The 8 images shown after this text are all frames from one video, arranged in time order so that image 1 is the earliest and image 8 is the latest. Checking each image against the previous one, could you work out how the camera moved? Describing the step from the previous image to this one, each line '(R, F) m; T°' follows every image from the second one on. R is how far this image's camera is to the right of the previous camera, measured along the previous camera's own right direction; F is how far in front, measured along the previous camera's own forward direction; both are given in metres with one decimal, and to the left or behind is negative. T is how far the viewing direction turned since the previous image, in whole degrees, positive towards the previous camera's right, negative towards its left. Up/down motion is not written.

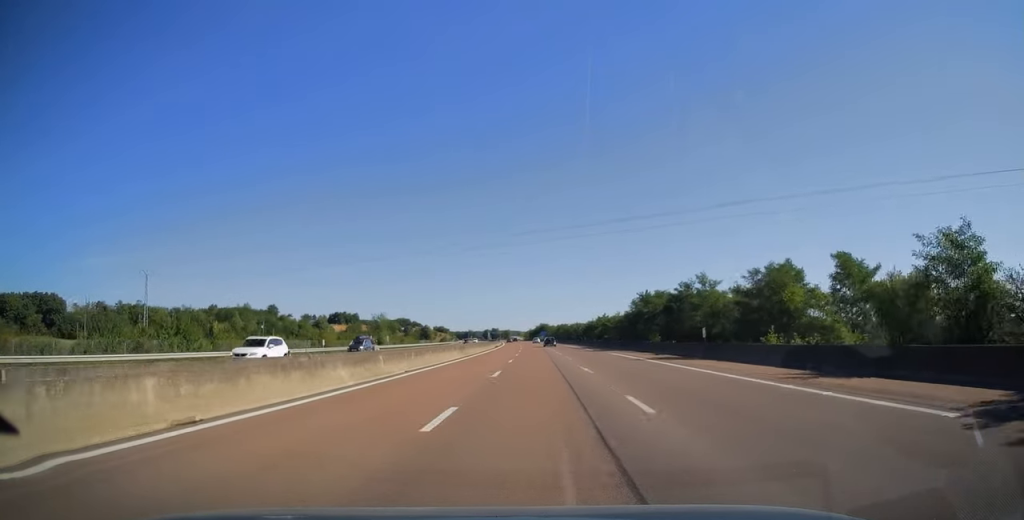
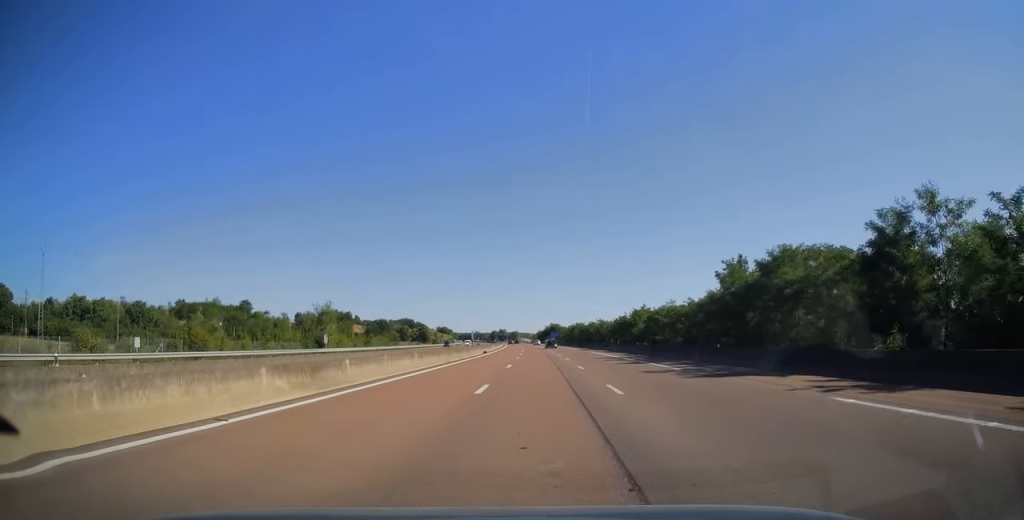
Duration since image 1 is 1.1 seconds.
(-0.2, +34.9) m; -1°
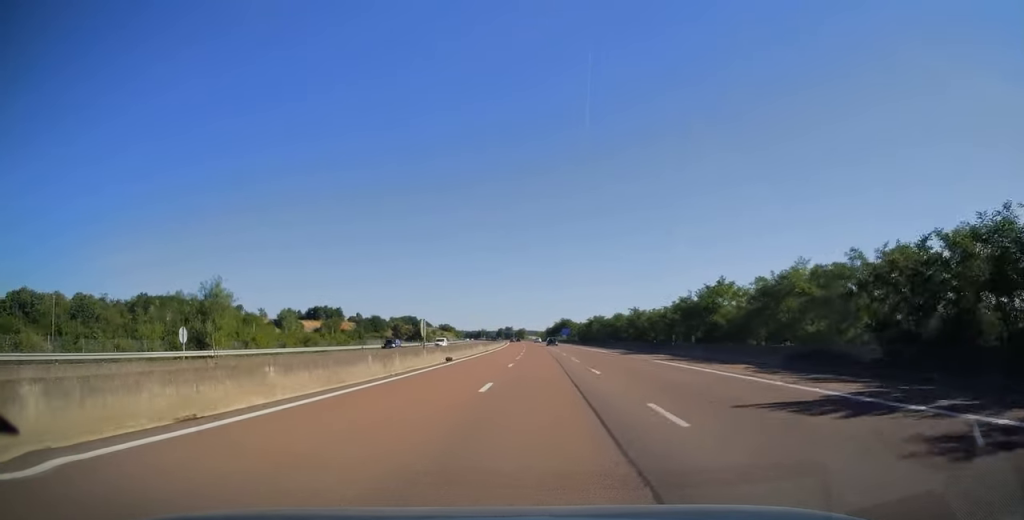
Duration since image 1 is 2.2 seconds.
(-0.2, +31.9) m; -1°
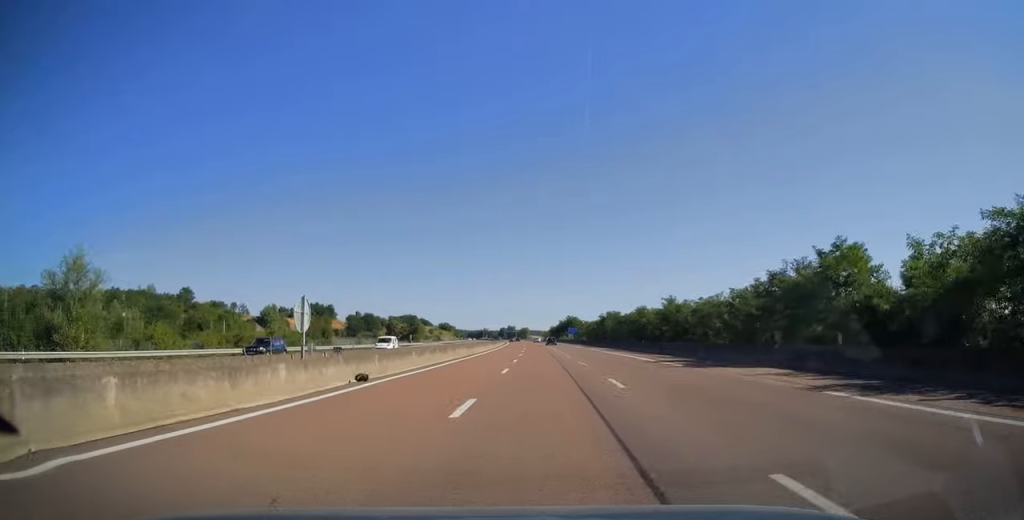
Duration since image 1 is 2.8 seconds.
(-0.1, +19.3) m; -1°
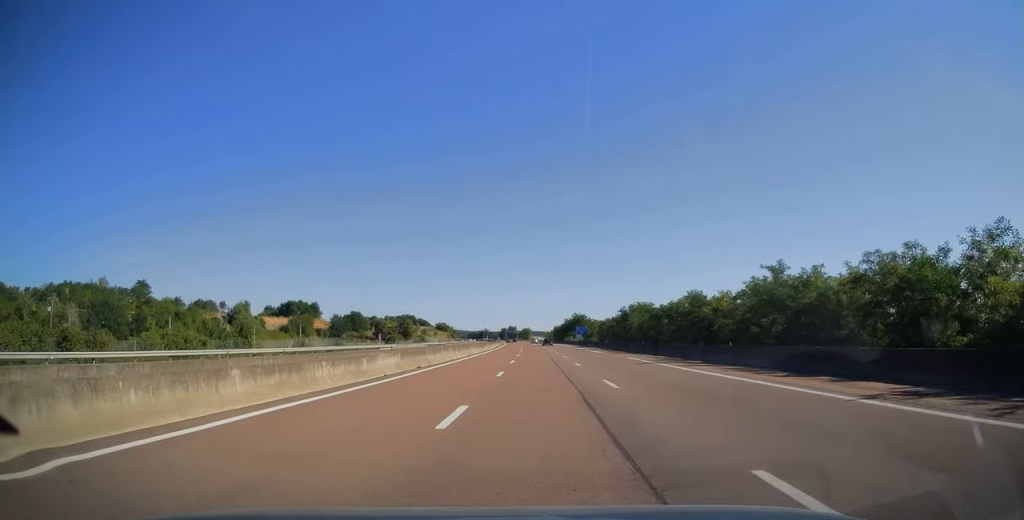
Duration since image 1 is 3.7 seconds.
(-0.2, +25.8) m; 0°
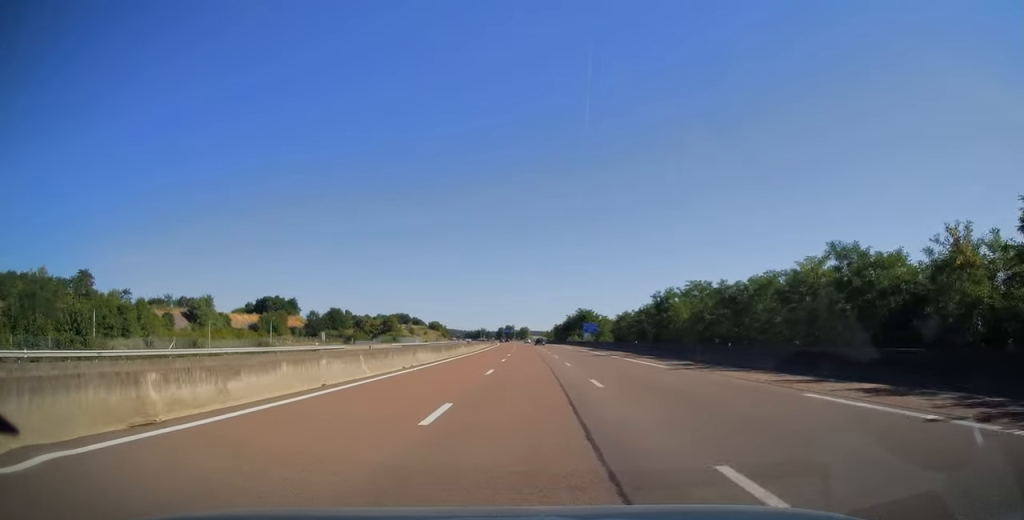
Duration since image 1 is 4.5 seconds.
(0.0, +25.8) m; 0°
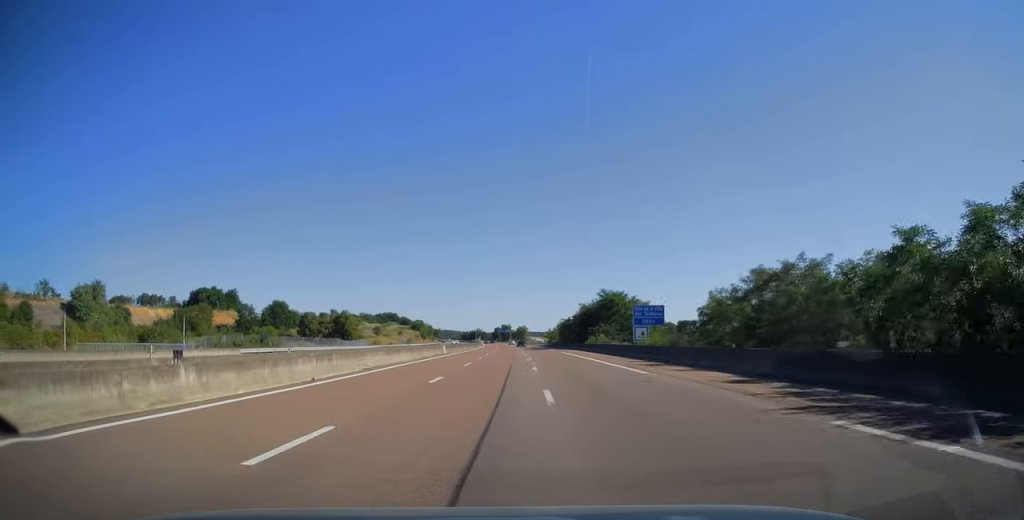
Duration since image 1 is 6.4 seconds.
(+0.2, +55.6) m; 0°
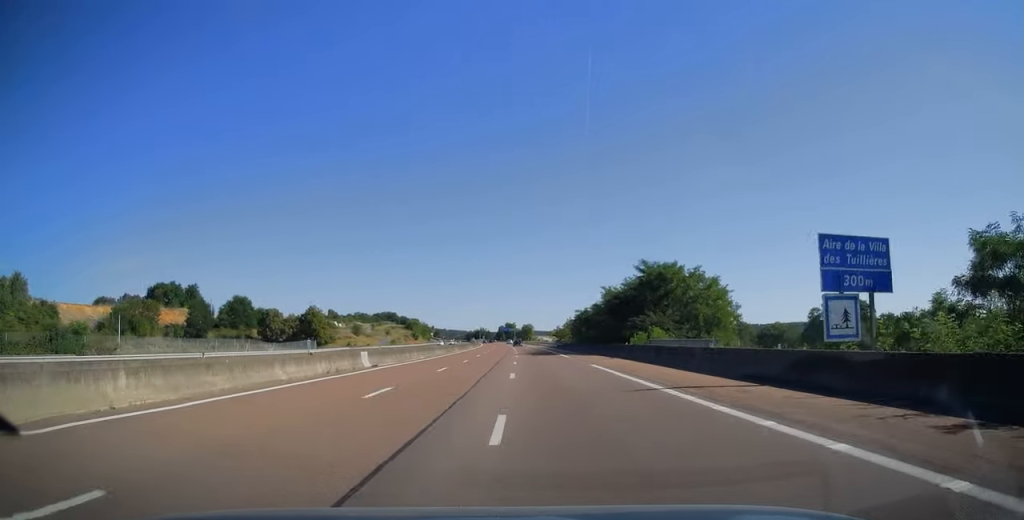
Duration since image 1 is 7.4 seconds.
(-0.1, +30.8) m; -1°
